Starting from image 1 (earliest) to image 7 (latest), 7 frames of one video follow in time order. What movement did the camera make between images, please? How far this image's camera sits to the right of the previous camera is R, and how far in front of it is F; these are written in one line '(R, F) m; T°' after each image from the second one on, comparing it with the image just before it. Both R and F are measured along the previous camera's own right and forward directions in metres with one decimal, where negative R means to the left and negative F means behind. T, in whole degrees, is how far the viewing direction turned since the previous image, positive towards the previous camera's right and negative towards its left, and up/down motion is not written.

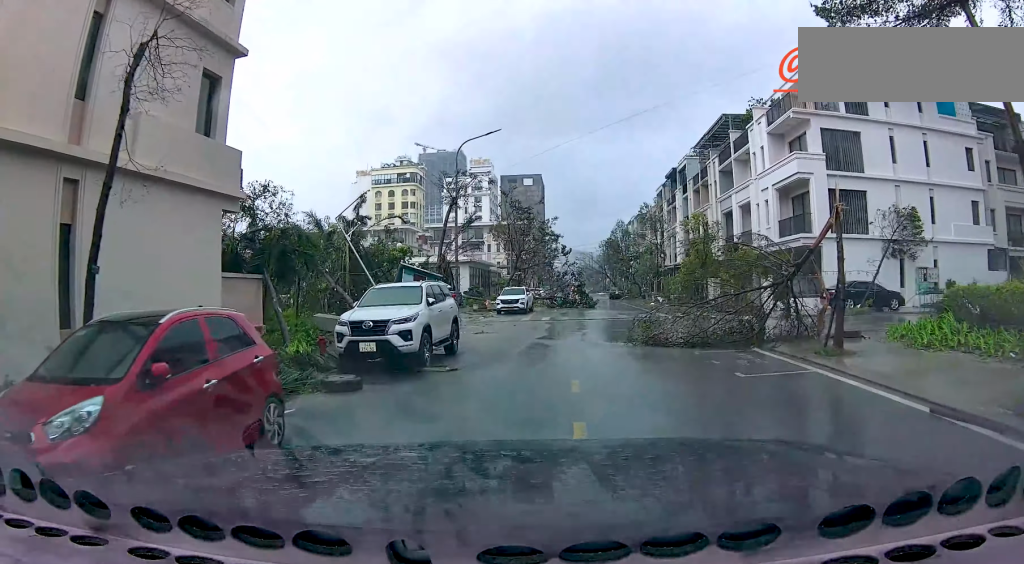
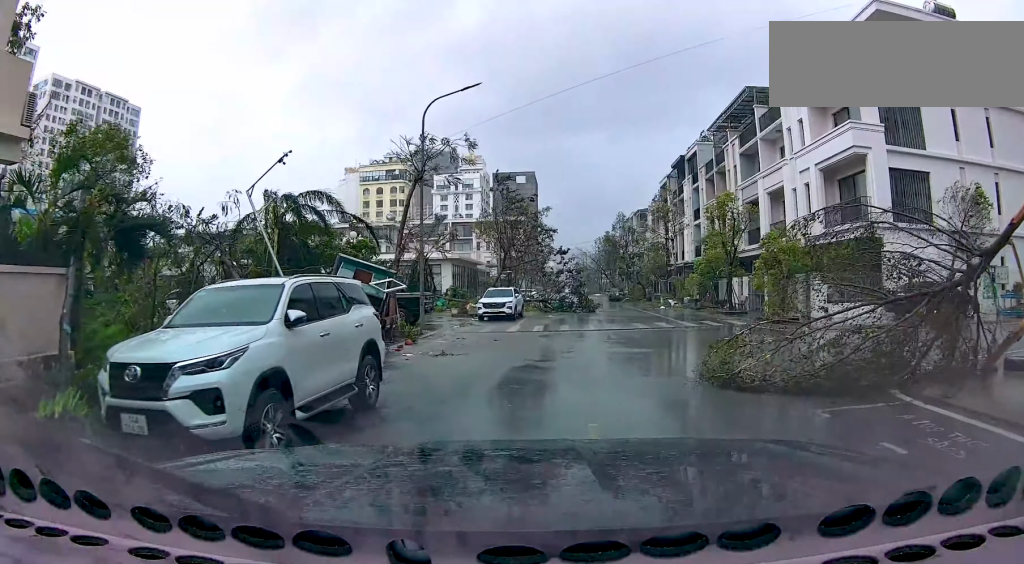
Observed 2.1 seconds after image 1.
(+0.3, +6.3) m; +4°
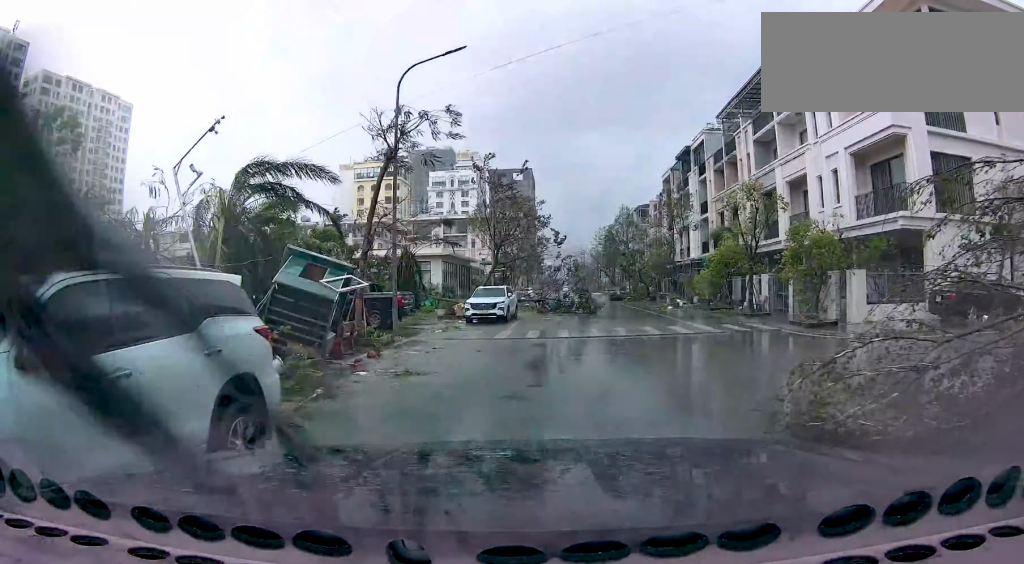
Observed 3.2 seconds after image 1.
(+0.2, +3.2) m; +4°
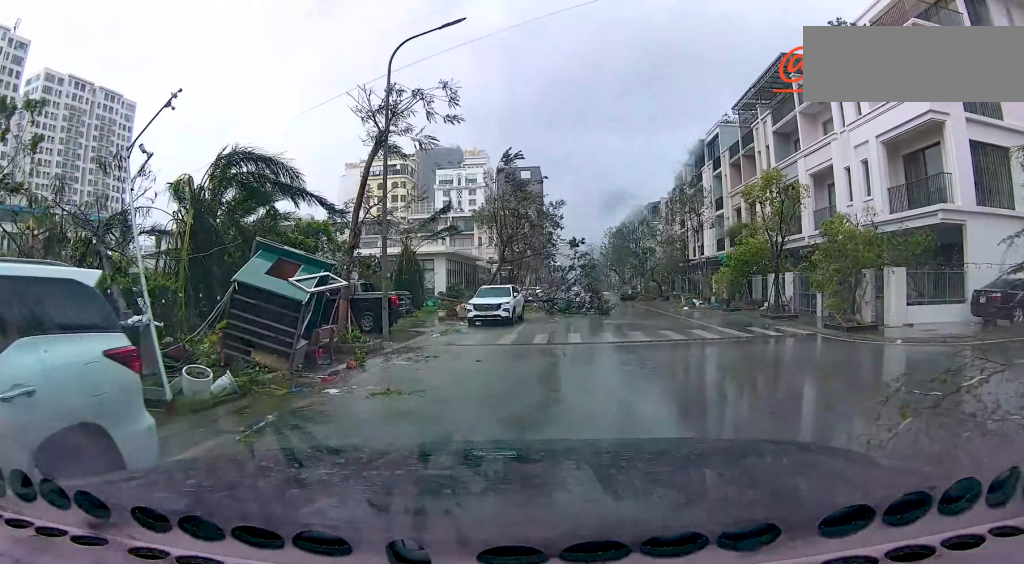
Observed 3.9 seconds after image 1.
(0.0, +2.0) m; 0°
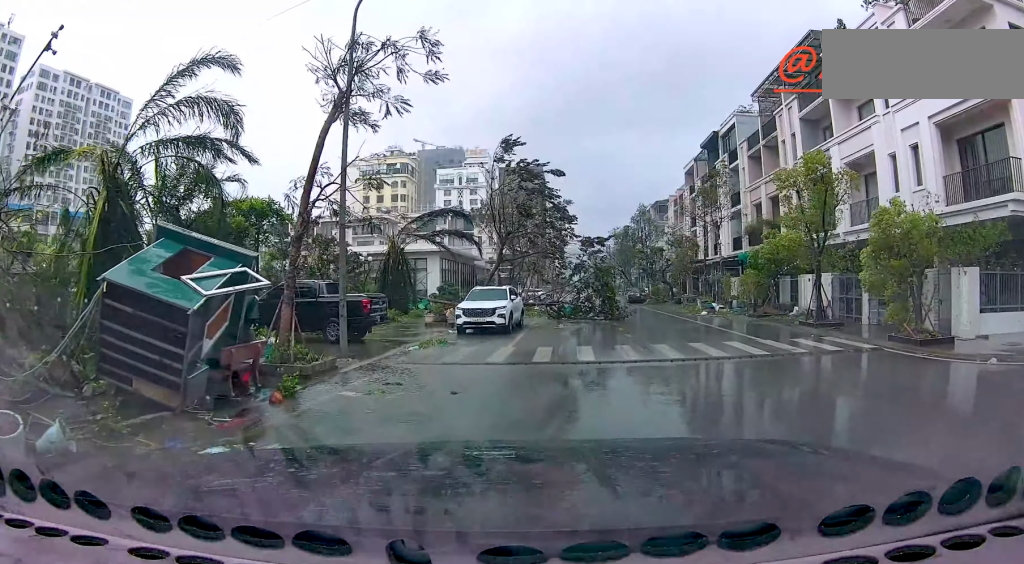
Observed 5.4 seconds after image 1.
(+0.1, +4.3) m; +4°
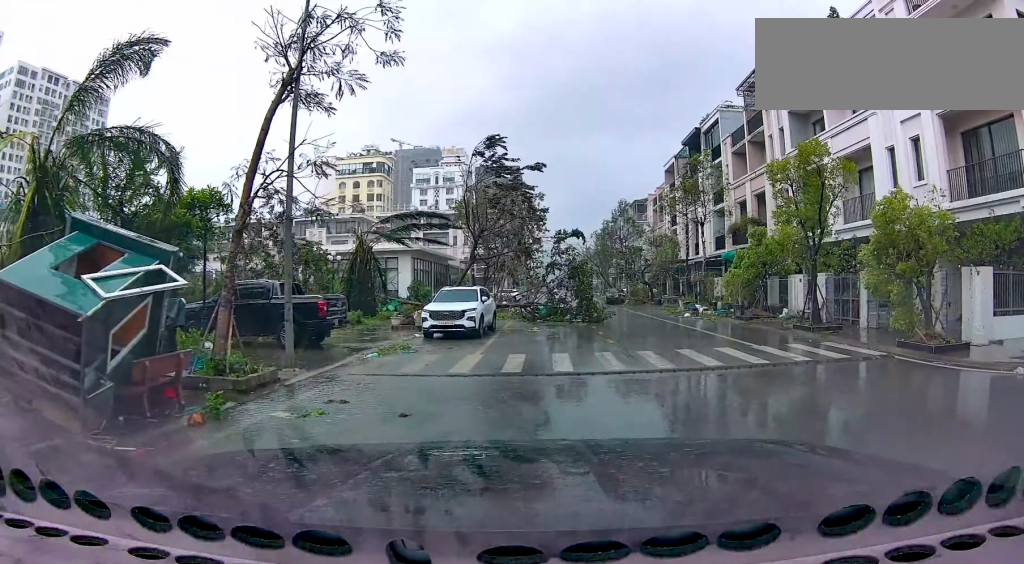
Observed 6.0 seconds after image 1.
(+0.1, +1.8) m; +3°
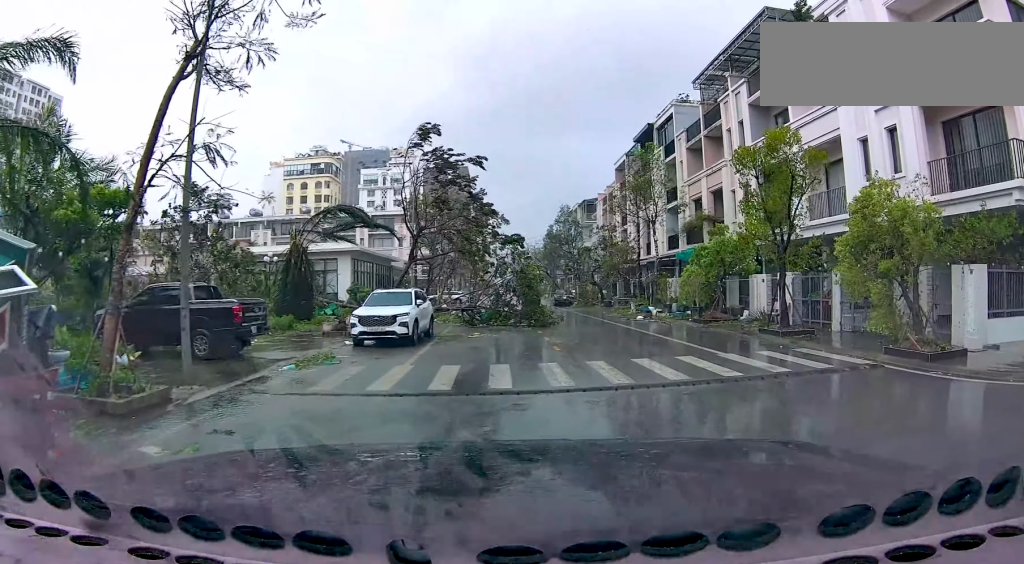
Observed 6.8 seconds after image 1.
(+0.1, +1.6) m; +8°
